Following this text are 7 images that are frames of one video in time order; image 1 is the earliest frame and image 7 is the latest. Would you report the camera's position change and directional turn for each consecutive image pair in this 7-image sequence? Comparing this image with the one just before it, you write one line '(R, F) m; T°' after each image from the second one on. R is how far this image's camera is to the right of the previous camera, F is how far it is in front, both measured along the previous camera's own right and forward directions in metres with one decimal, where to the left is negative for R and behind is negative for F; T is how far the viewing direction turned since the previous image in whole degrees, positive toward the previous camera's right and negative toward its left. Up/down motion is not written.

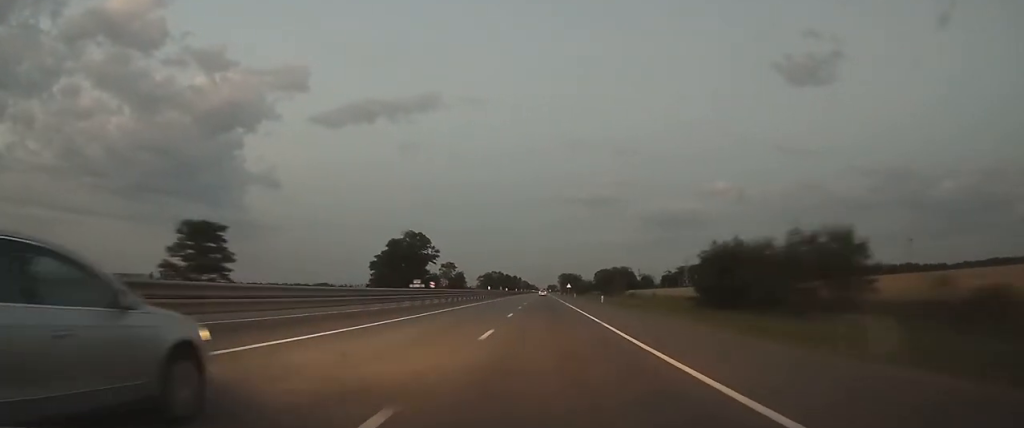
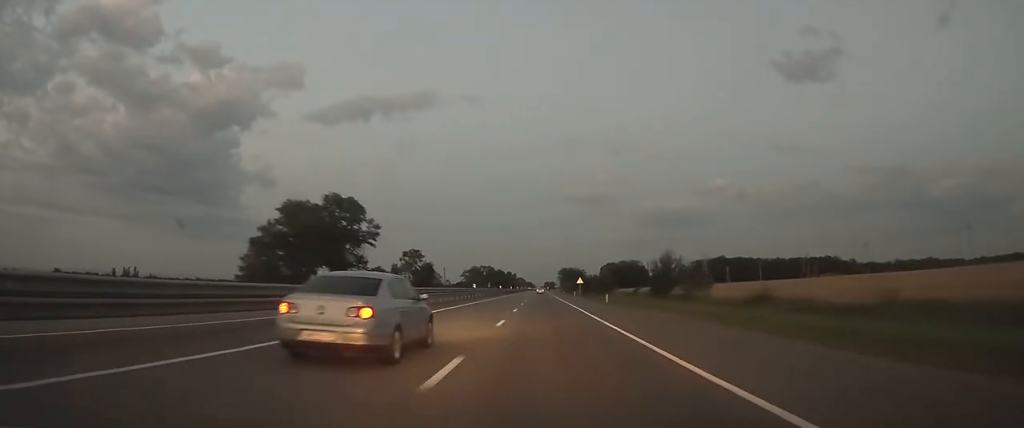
(+0.2, +55.2) m; 0°
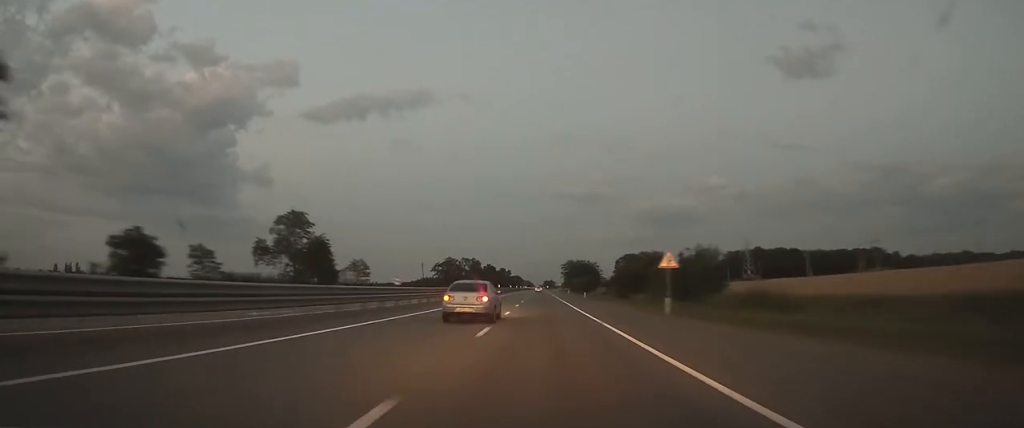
(+0.1, +76.1) m; 0°
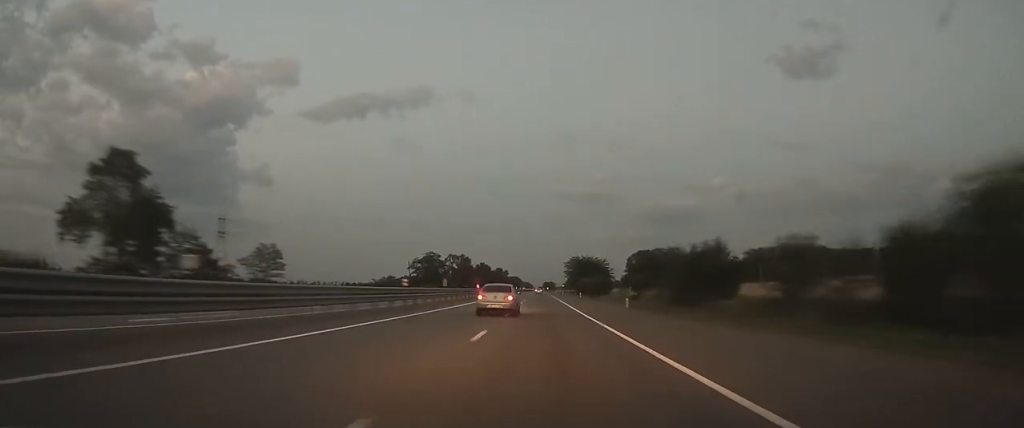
(0.0, +37.0) m; 0°
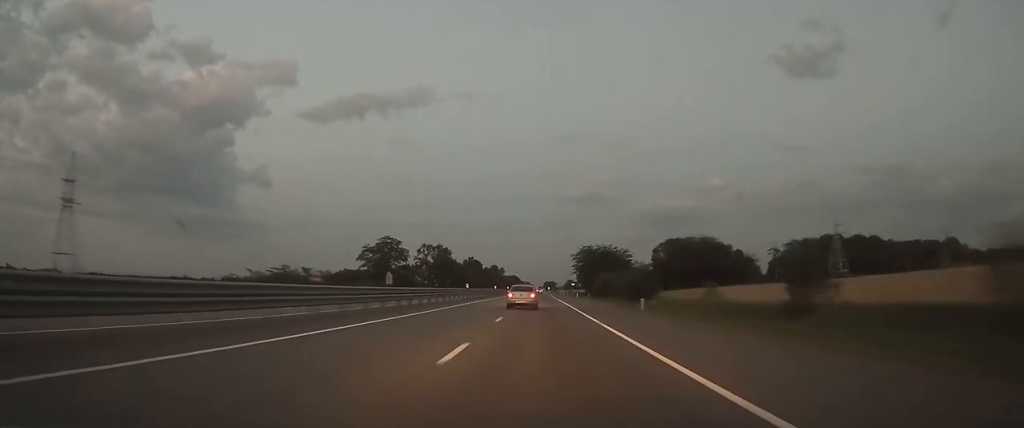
(+0.2, +52.2) m; 0°
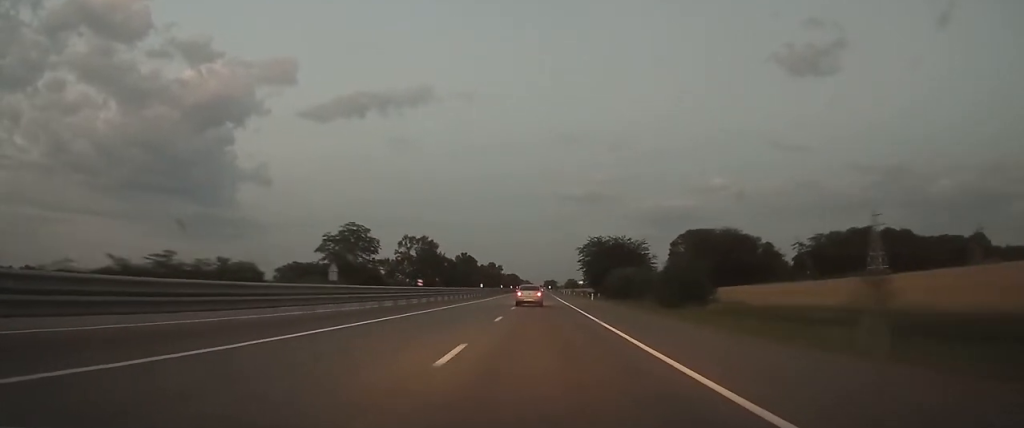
(0.0, +24.4) m; 0°
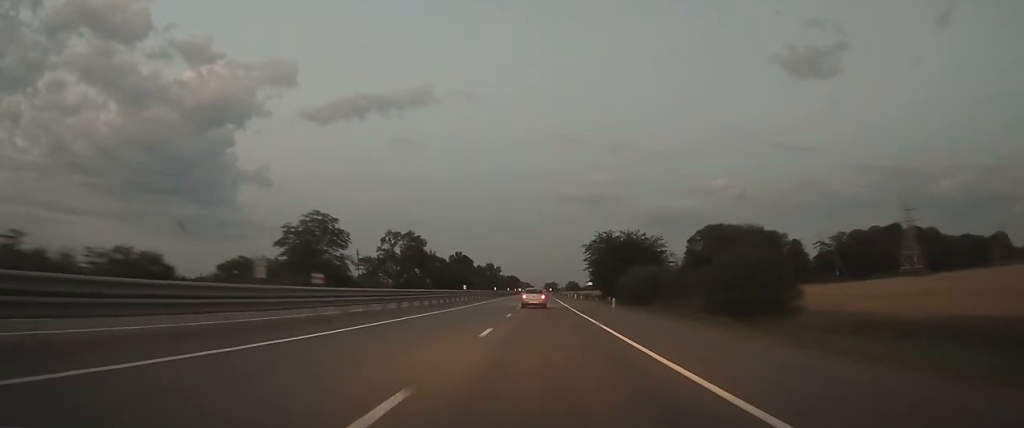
(0.0, +17.5) m; 0°
